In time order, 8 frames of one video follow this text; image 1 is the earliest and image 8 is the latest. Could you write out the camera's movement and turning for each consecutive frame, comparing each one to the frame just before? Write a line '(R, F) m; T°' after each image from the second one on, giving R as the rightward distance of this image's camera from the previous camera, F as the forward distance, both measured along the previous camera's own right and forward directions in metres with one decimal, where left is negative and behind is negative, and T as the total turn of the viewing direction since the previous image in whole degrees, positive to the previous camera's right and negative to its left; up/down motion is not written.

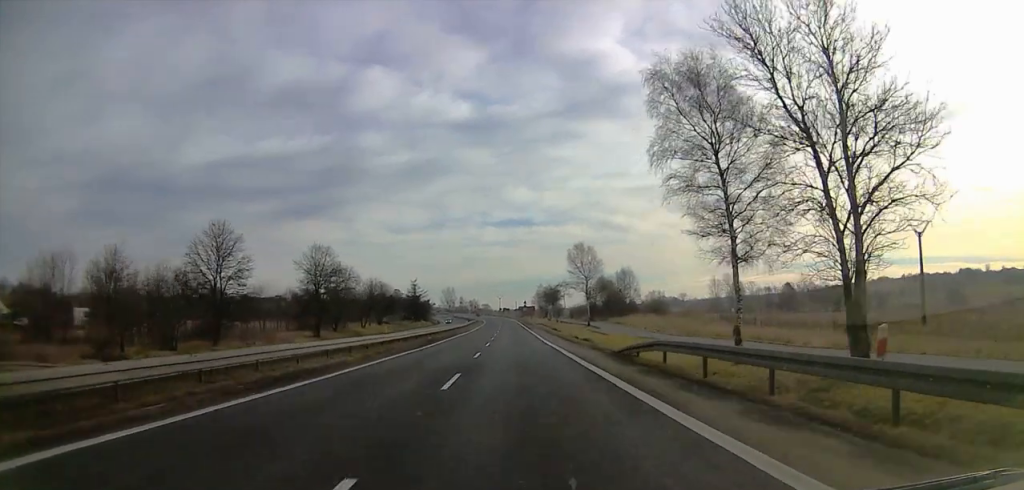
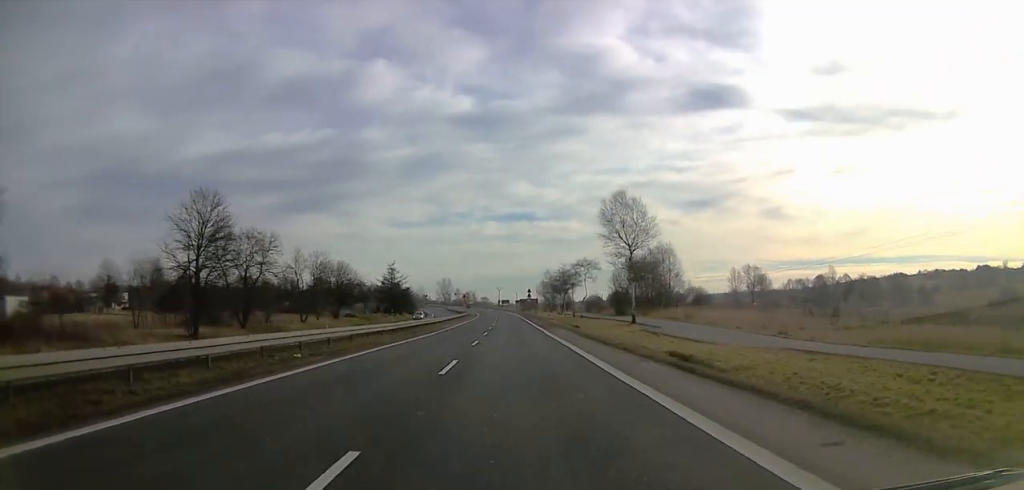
(+0.5, +36.2) m; 0°
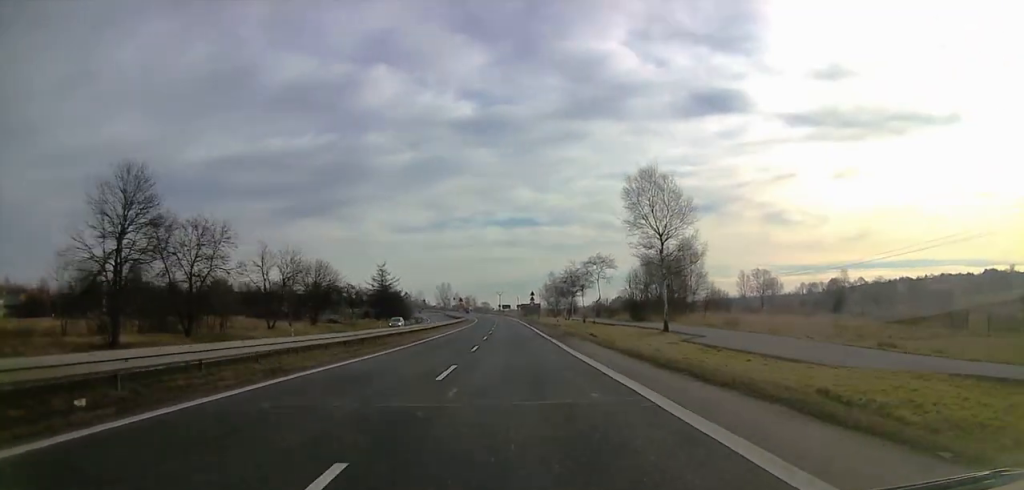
(-0.2, +13.0) m; 0°
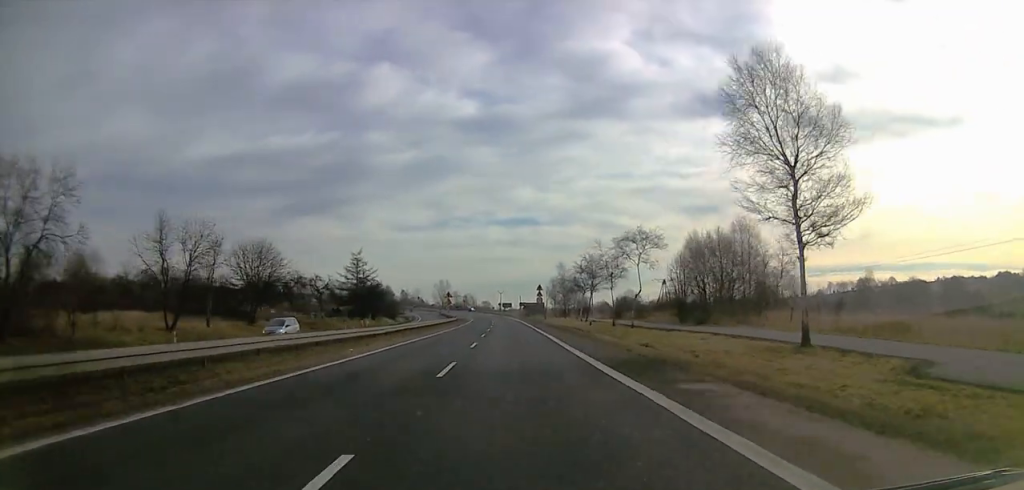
(0.0, +24.1) m; 0°
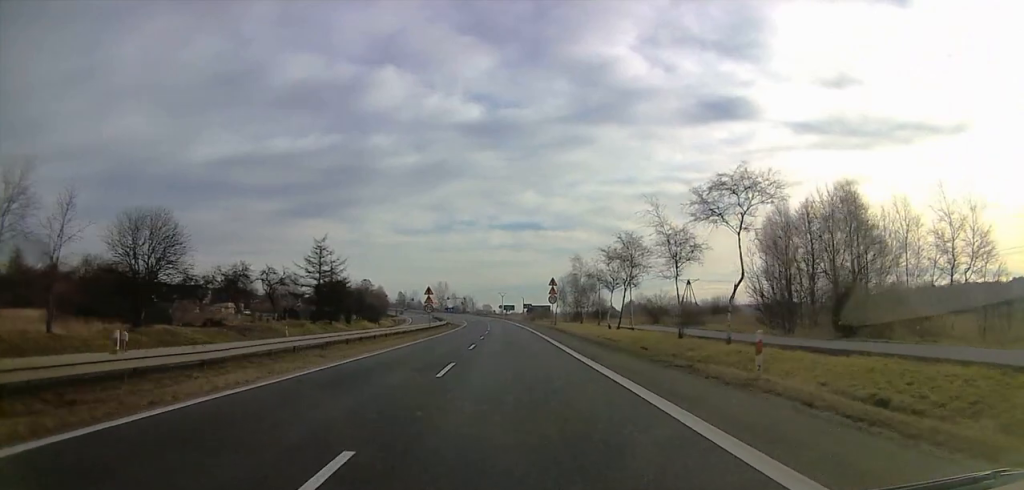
(-0.1, +22.9) m; -2°
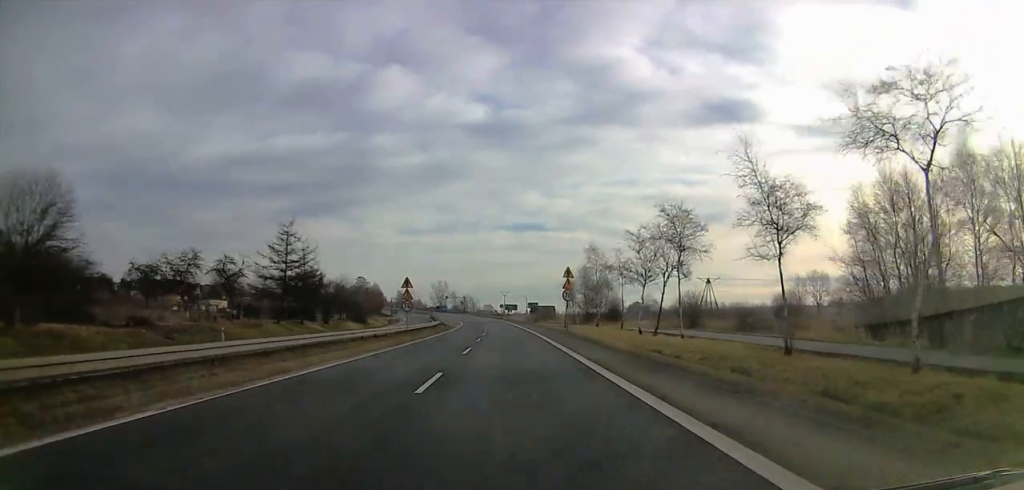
(-0.4, +14.8) m; -1°
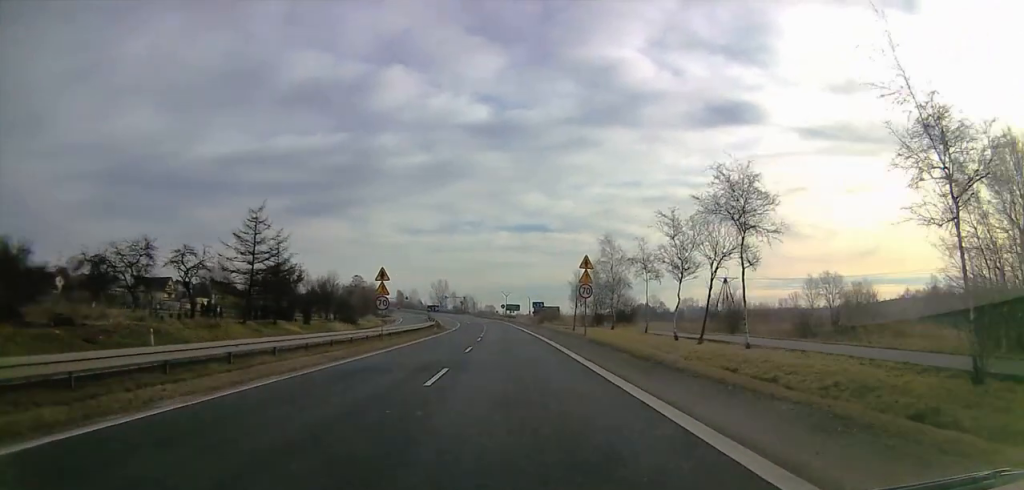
(-0.3, +10.9) m; 0°
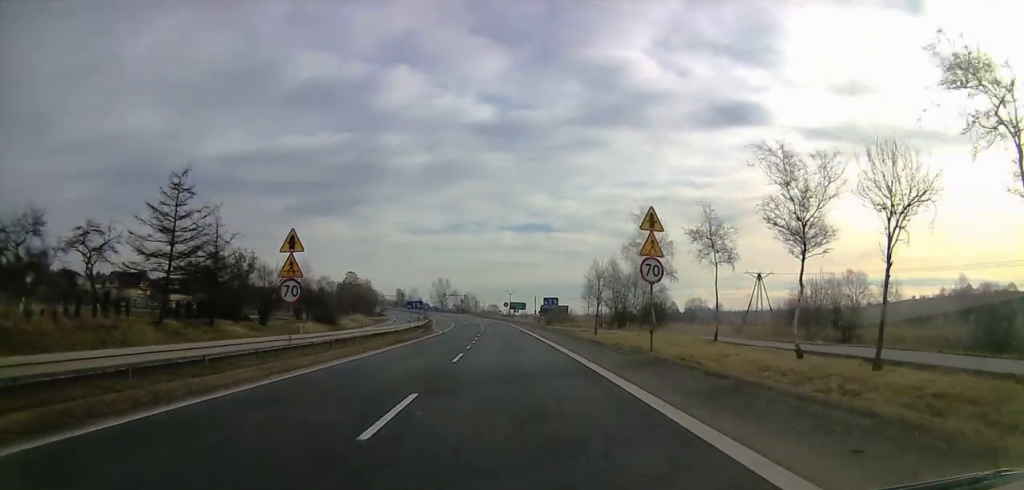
(+0.5, +15.8) m; +3°
